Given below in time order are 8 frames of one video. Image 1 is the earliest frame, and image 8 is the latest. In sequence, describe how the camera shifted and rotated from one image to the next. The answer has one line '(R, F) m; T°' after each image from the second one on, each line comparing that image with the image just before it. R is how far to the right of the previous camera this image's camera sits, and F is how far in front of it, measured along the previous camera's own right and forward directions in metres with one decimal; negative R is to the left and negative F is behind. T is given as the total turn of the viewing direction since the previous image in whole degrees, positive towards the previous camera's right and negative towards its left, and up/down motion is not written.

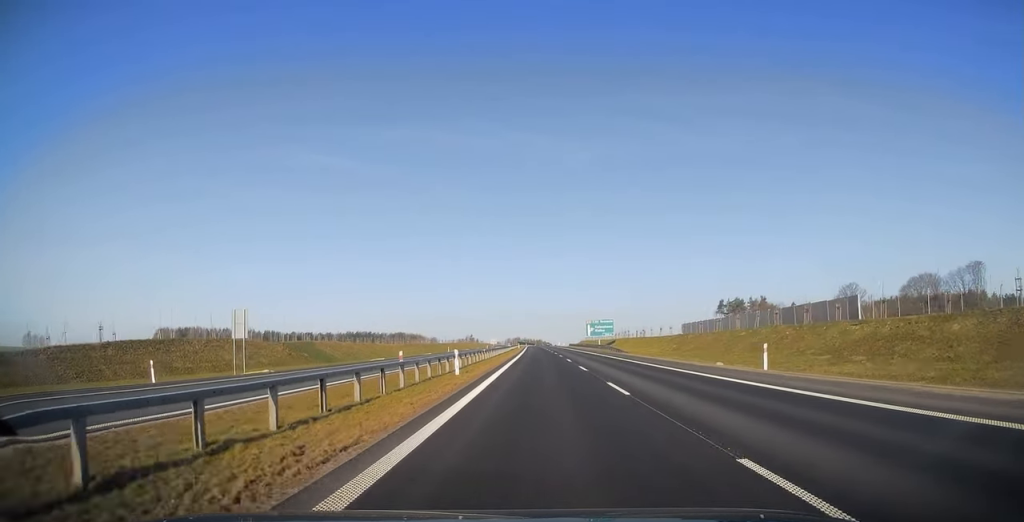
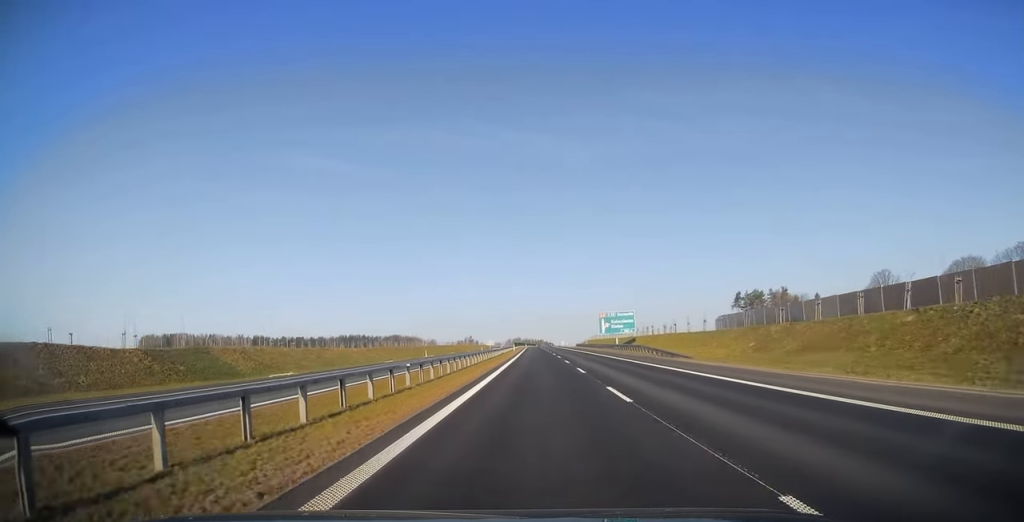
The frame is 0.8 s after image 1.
(-0.1, +25.4) m; 0°
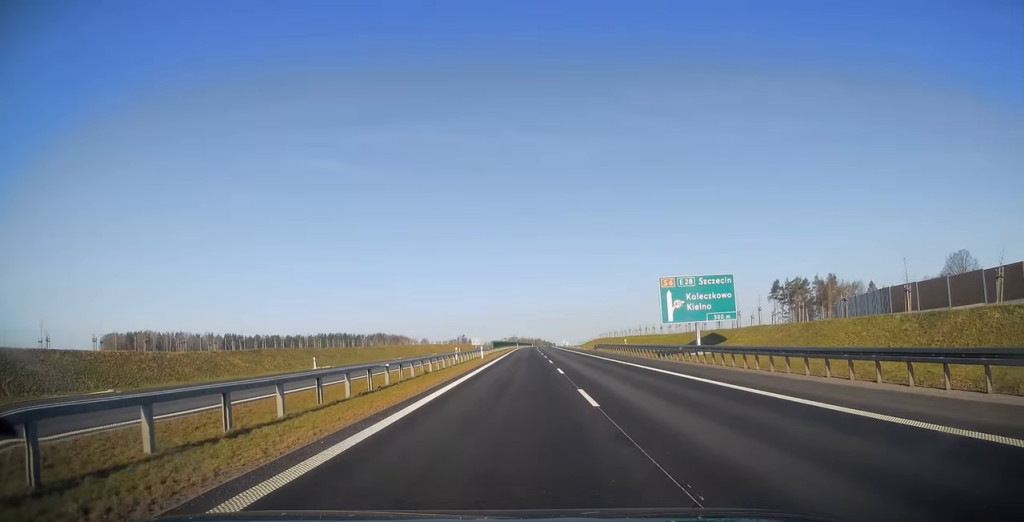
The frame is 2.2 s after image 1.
(-0.1, +48.6) m; +1°
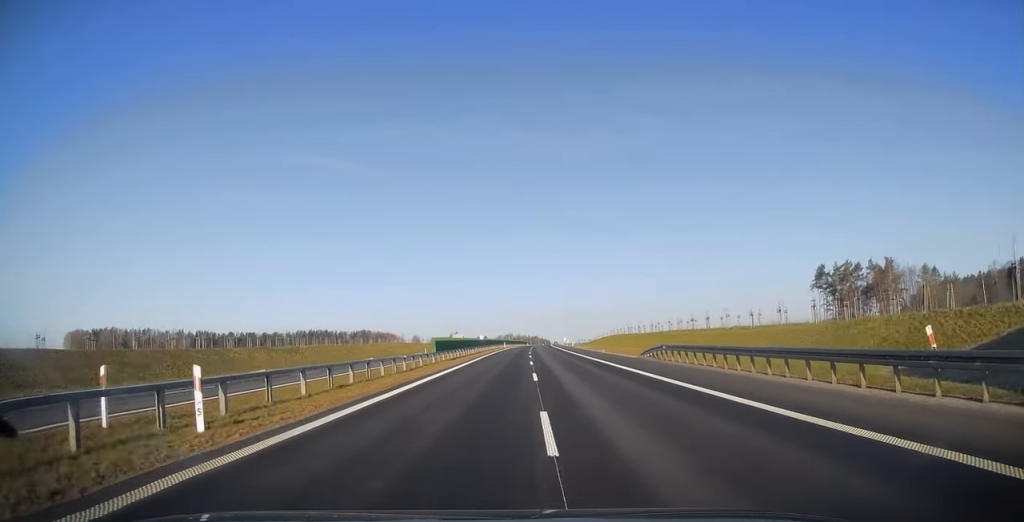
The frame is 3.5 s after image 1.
(+0.2, +40.8) m; 0°
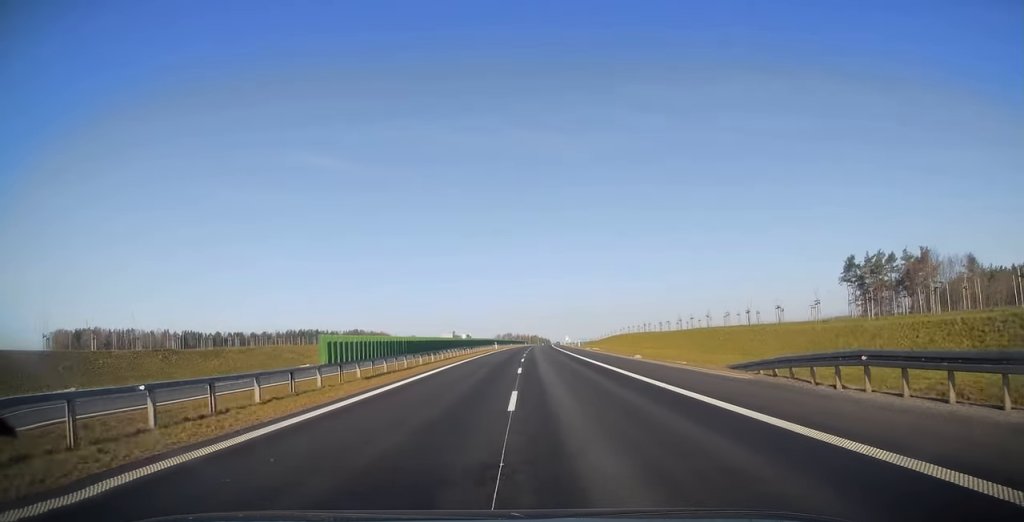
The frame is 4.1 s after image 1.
(0.0, +19.6) m; 0°
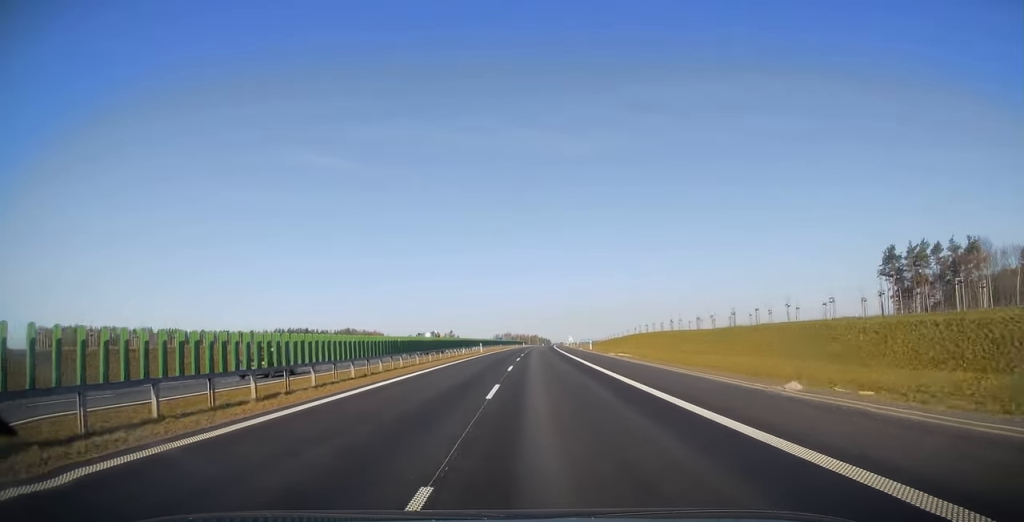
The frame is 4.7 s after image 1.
(0.0, +21.6) m; 0°
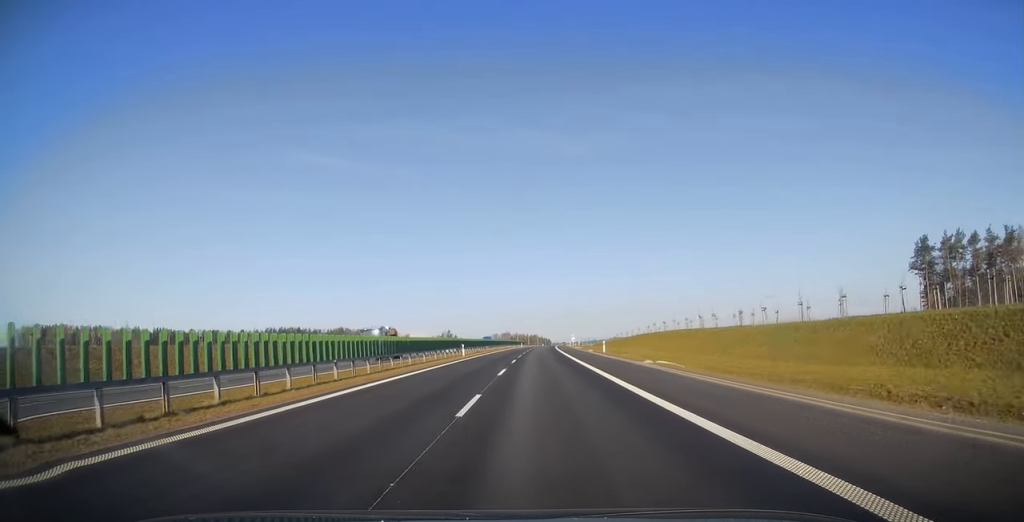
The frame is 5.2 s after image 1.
(0.0, +14.8) m; 0°
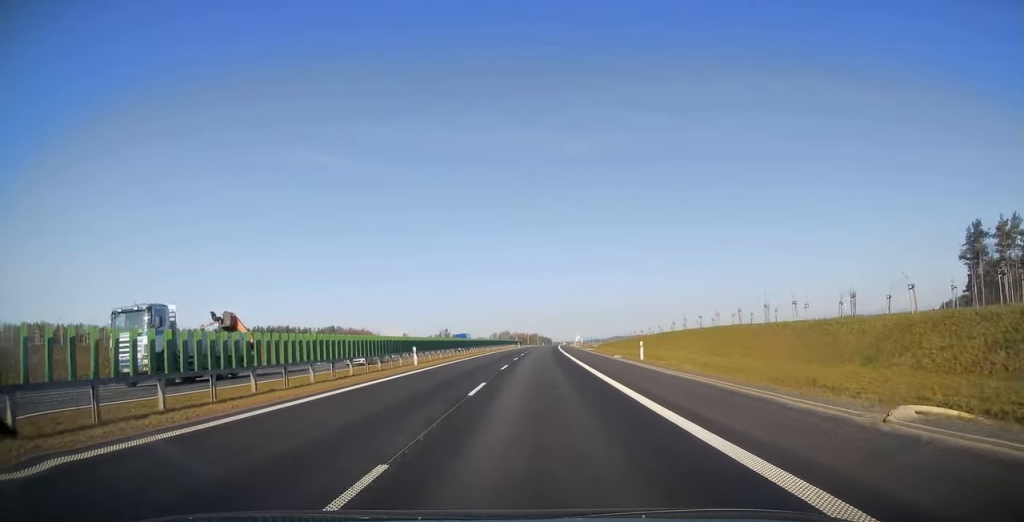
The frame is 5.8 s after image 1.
(0.0, +20.0) m; 0°
